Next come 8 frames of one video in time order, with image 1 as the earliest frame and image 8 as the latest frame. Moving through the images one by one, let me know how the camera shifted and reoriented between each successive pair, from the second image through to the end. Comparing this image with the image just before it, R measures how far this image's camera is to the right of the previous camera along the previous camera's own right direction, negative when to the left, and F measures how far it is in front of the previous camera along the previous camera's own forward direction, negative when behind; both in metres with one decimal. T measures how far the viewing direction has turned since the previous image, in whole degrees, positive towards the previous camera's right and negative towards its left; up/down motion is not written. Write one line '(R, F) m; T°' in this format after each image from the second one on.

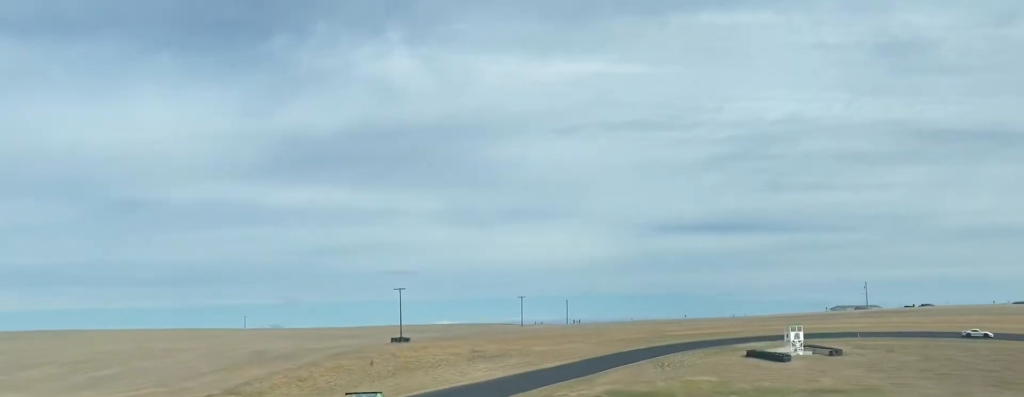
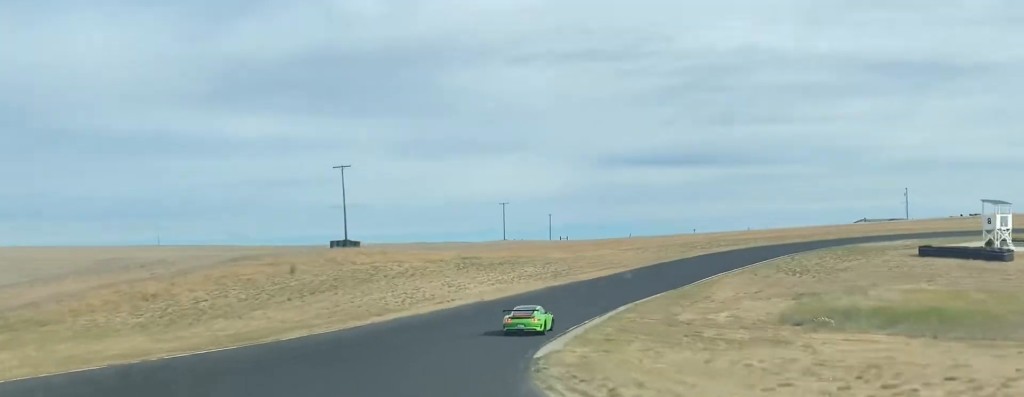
(-1.6, +49.7) m; +10°
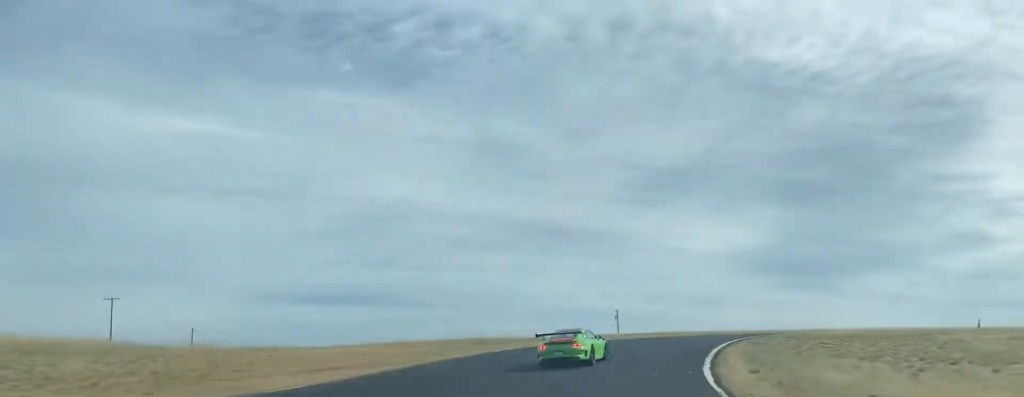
(+12.0, +50.1) m; +27°
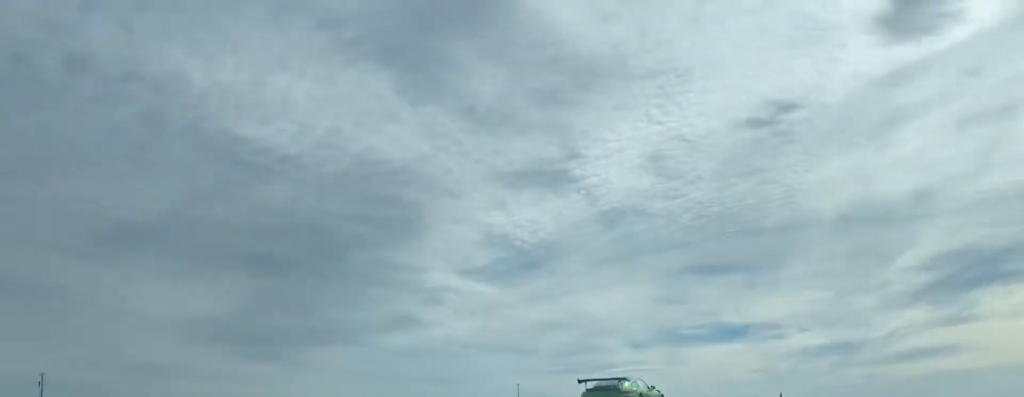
(+13.8, +45.3) m; +43°
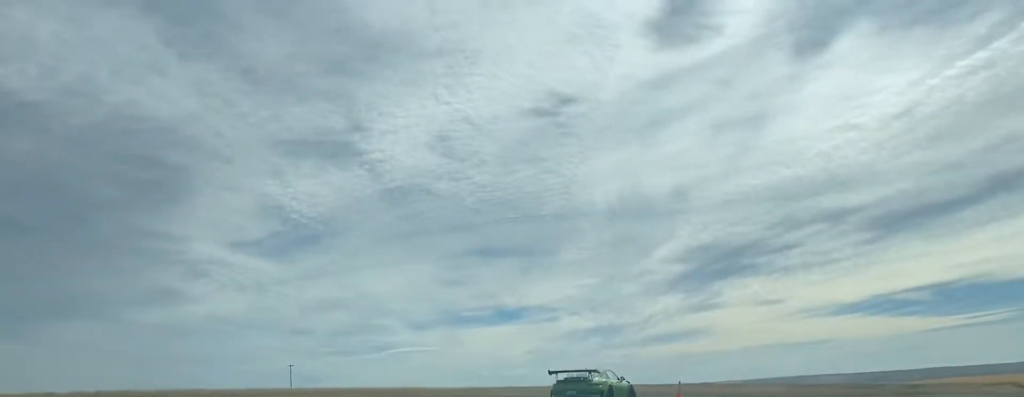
(+3.8, +14.4) m; +20°
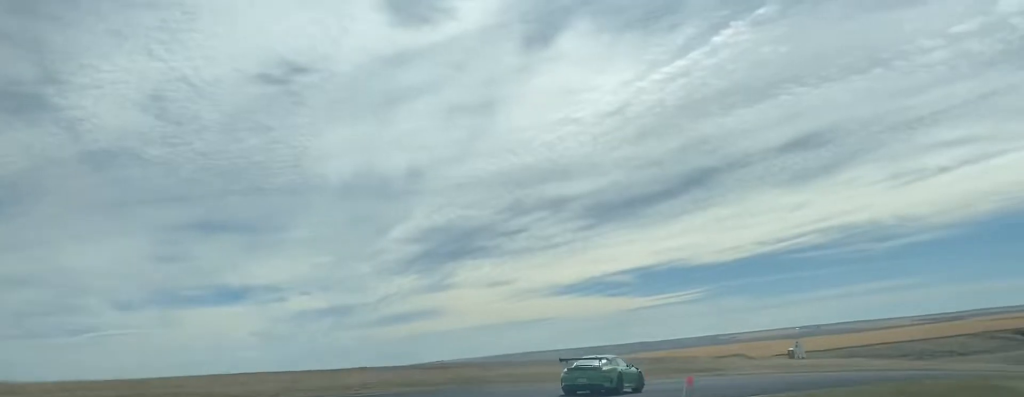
(+4.8, +19.0) m; +23°
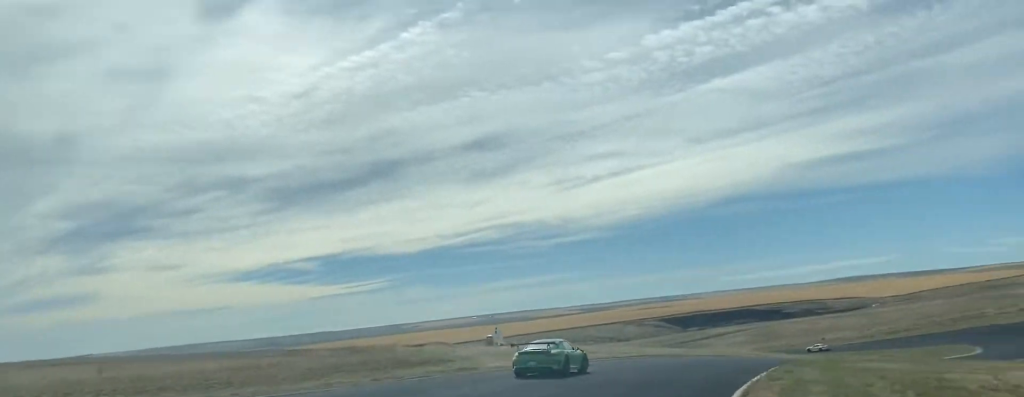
(+4.2, +21.1) m; +18°
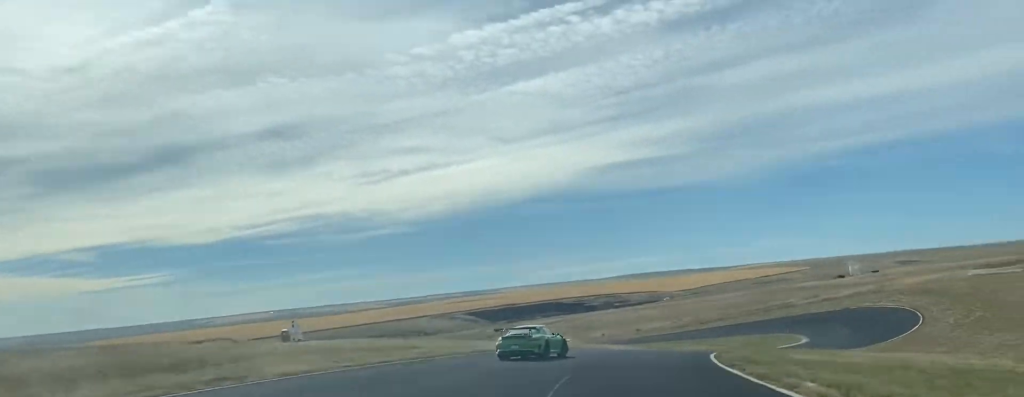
(+1.1, +16.7) m; +10°
